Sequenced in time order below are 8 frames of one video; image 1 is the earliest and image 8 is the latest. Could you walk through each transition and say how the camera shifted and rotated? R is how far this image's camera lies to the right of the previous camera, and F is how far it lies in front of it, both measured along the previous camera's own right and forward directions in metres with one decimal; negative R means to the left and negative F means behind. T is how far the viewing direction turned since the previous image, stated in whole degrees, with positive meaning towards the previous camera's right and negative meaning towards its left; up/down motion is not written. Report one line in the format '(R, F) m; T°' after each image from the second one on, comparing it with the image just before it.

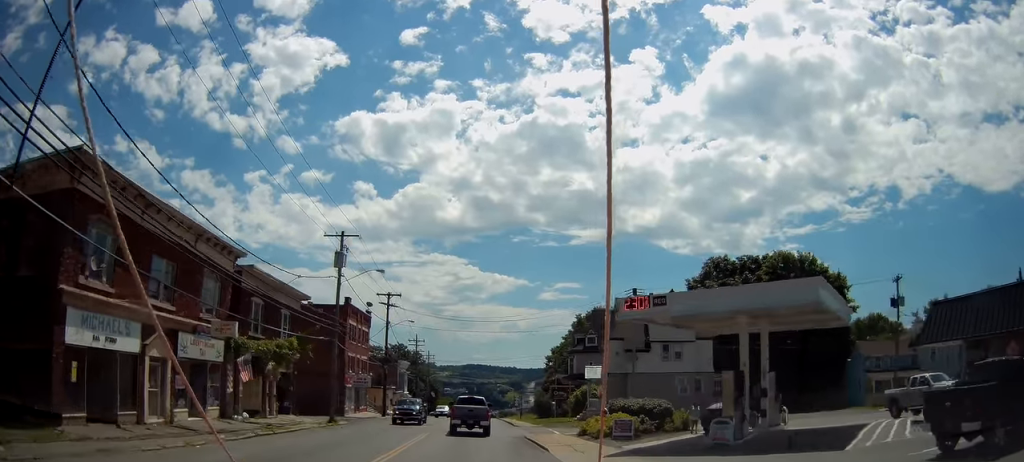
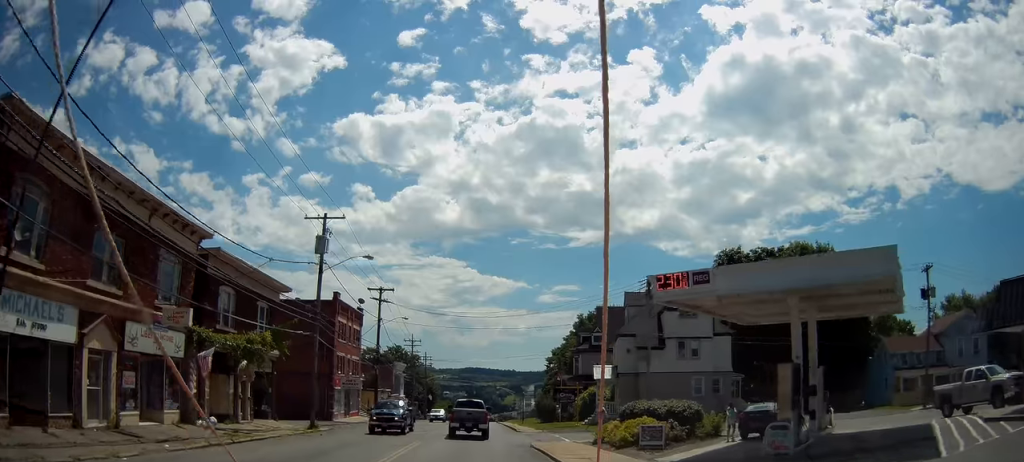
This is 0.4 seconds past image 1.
(0.0, +4.2) m; -1°
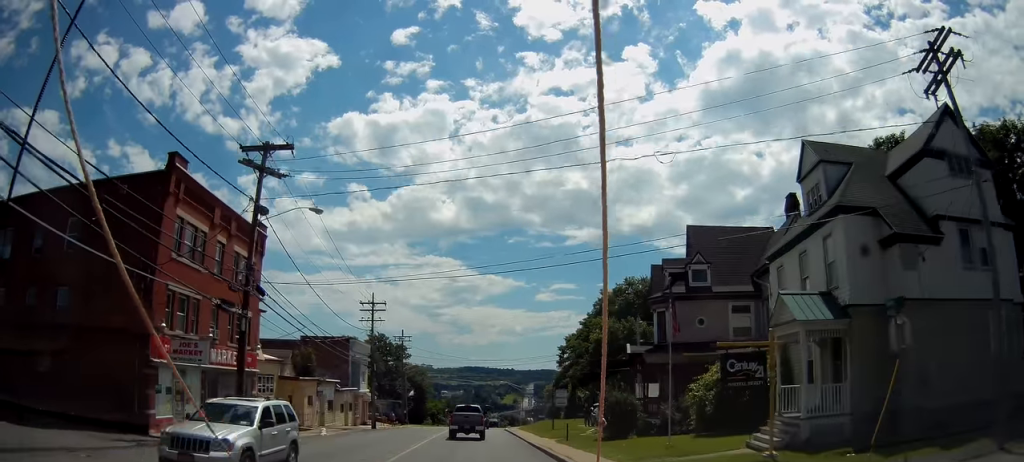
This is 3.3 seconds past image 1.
(-0.1, +29.9) m; 0°
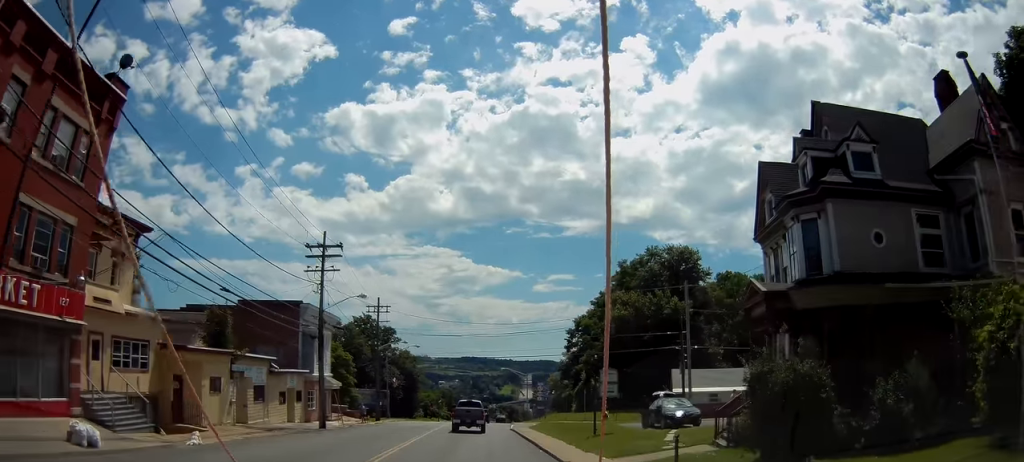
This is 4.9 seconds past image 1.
(+0.1, +16.7) m; 0°
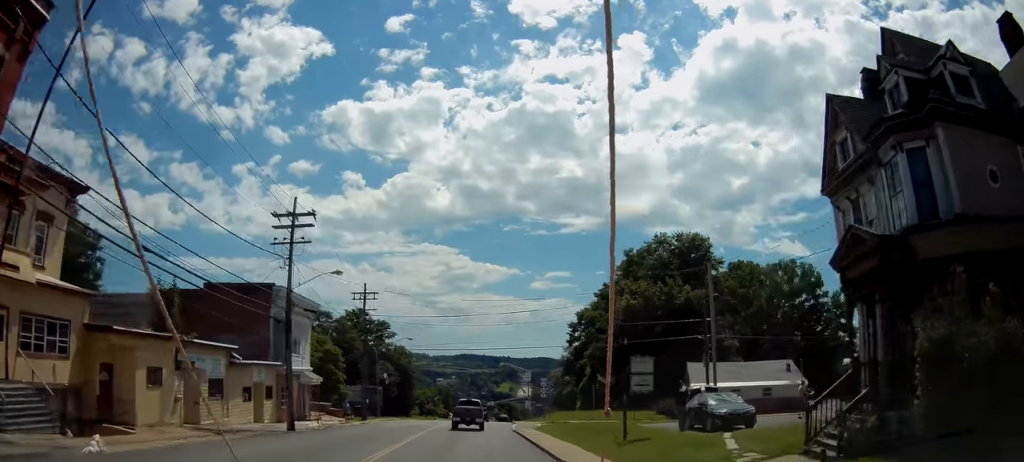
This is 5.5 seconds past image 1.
(-0.1, +6.0) m; +1°
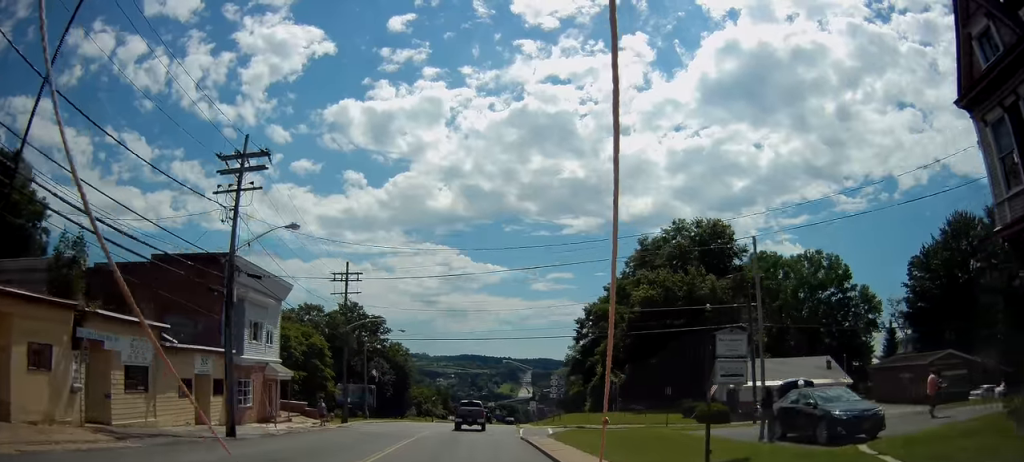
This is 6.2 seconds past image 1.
(+0.2, +7.7) m; +2°
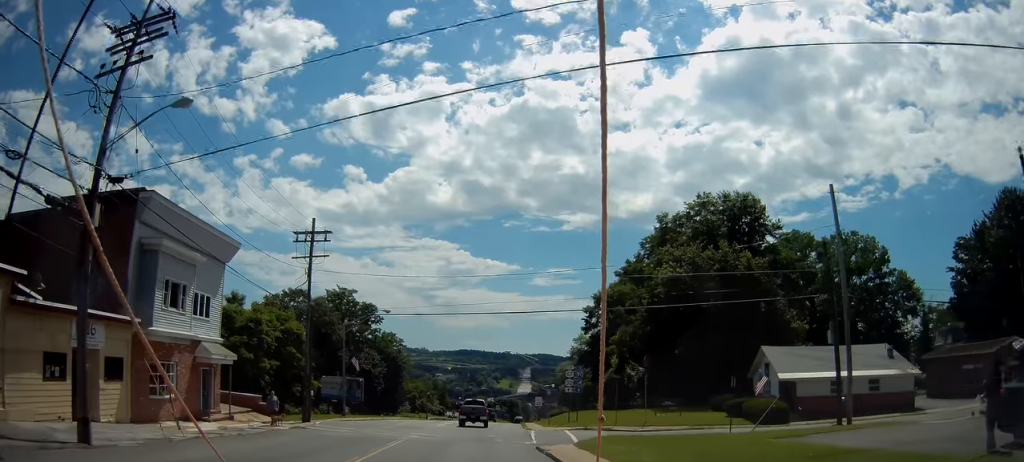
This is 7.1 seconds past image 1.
(+0.2, +9.6) m; +1°
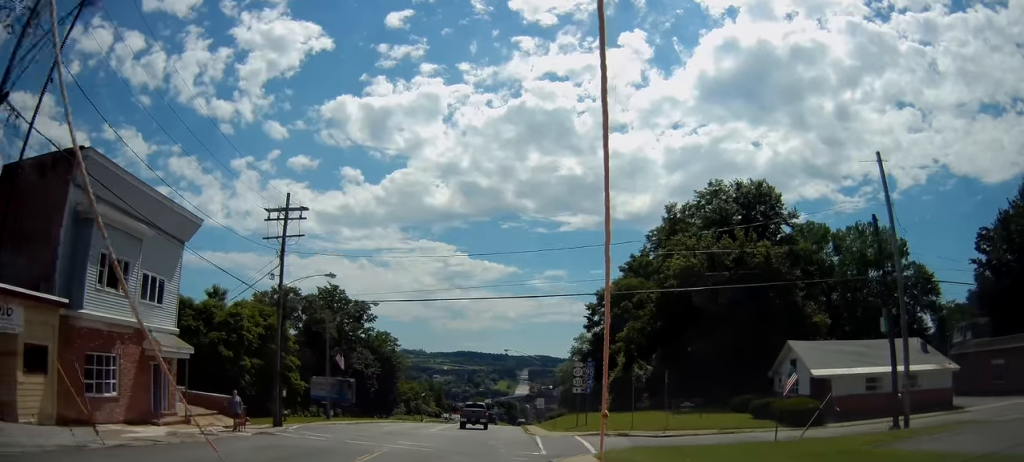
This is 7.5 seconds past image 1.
(0.0, +4.7) m; 0°
